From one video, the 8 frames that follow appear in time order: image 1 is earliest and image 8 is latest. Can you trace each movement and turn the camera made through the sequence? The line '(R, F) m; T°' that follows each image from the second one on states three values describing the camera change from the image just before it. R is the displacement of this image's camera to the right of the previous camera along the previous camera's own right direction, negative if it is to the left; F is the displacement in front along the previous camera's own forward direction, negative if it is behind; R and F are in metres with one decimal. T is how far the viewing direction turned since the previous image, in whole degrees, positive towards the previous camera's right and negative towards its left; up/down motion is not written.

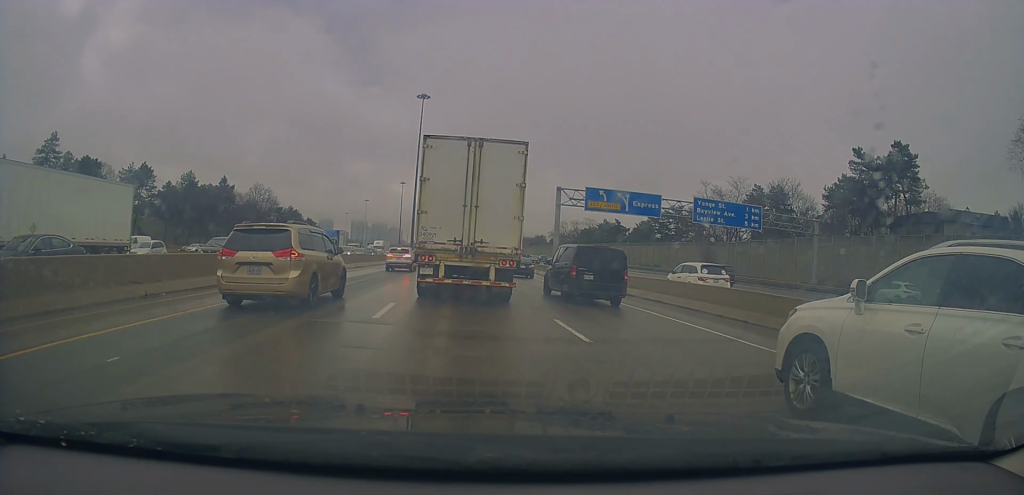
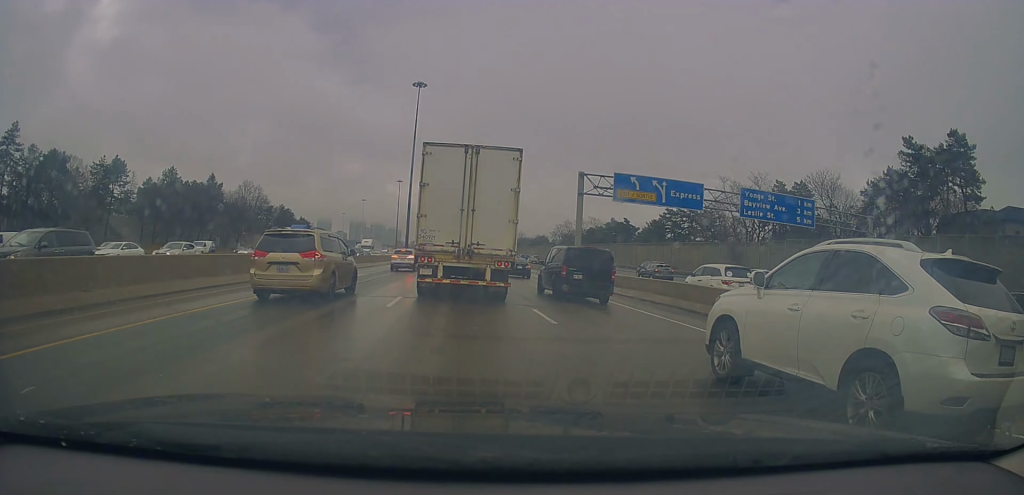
(-0.1, +9.7) m; -2°
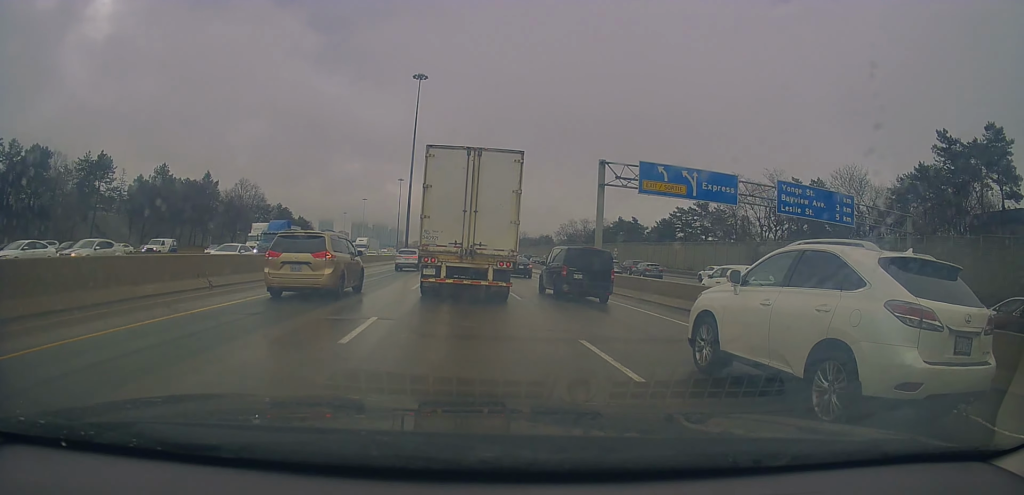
(-0.2, +5.3) m; -1°
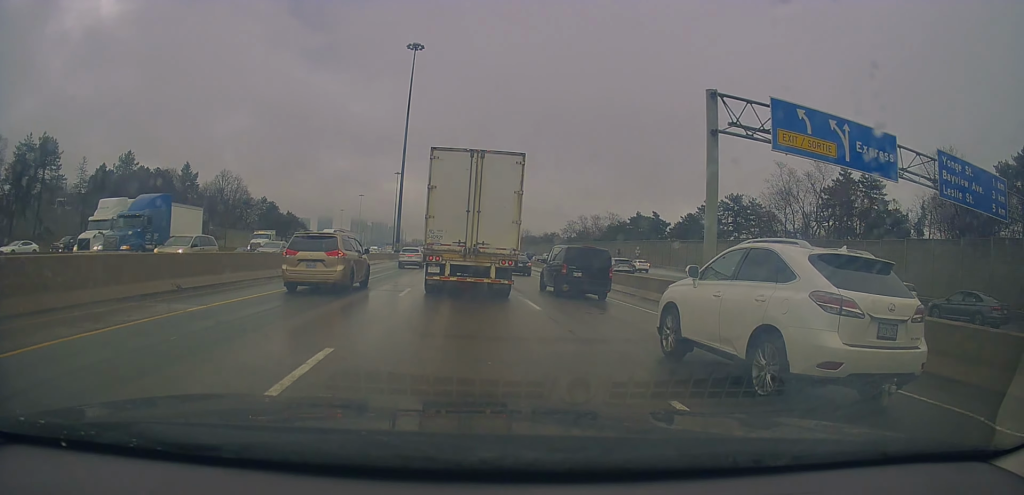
(0.0, +15.8) m; 0°
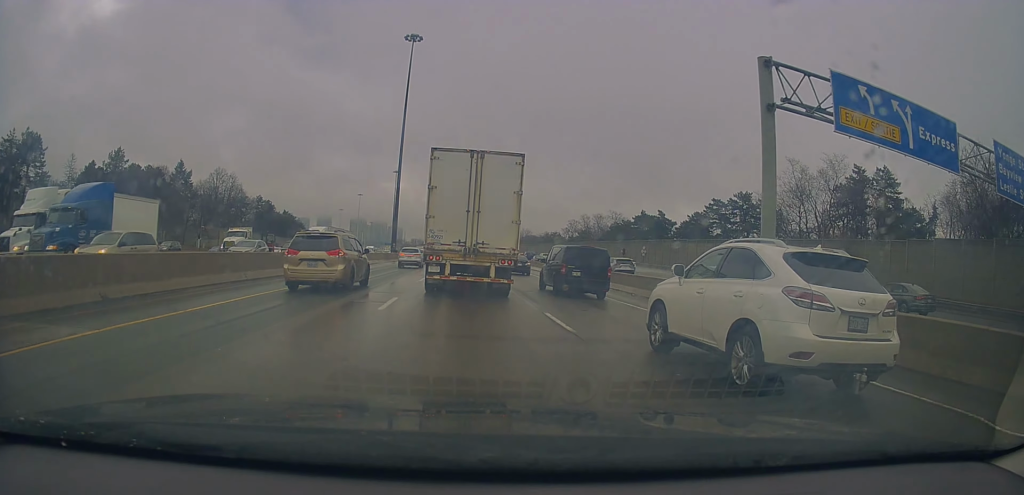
(+0.1, +4.0) m; +1°
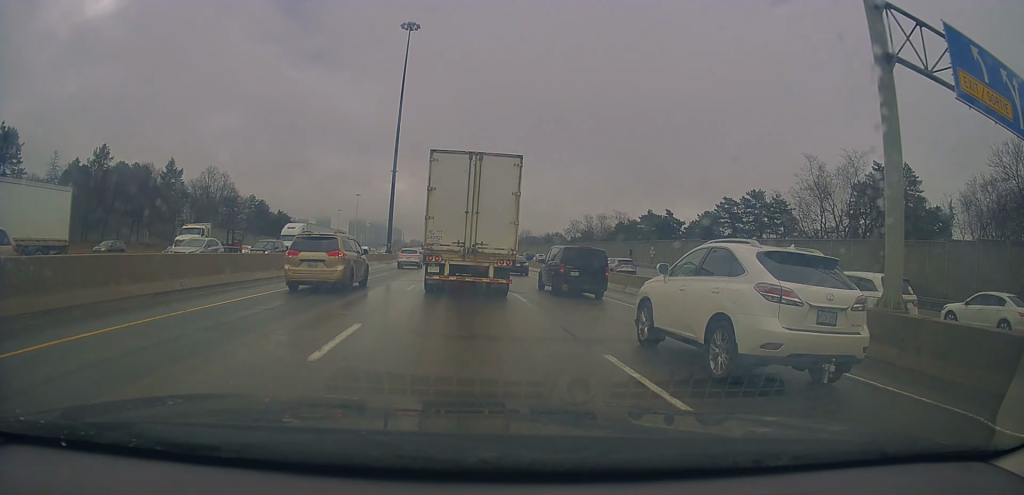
(+0.1, +5.3) m; +2°
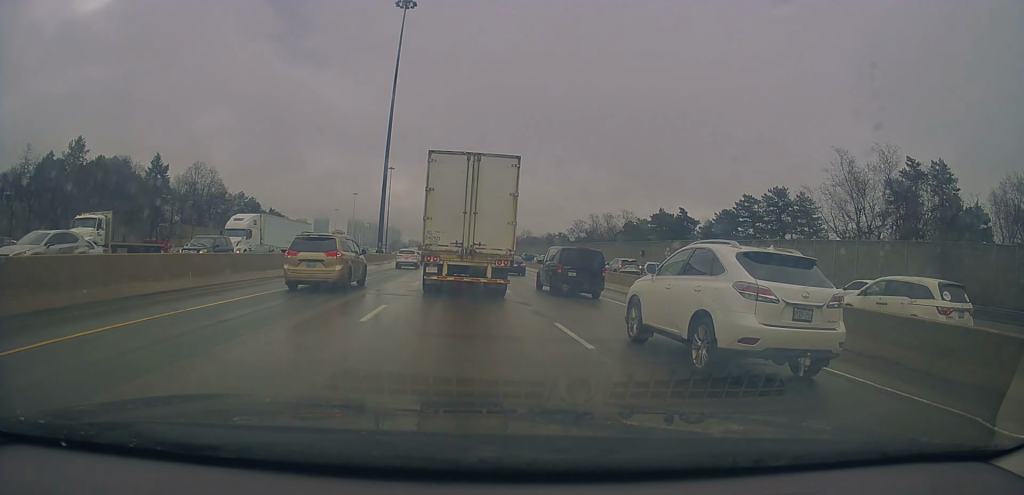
(+0.2, +8.6) m; -3°
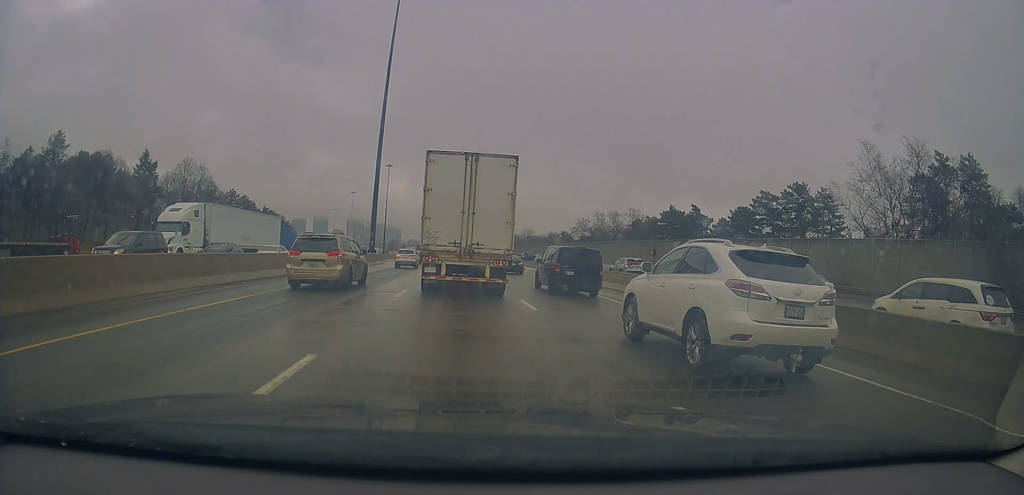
(-0.4, +6.3) m; 0°
